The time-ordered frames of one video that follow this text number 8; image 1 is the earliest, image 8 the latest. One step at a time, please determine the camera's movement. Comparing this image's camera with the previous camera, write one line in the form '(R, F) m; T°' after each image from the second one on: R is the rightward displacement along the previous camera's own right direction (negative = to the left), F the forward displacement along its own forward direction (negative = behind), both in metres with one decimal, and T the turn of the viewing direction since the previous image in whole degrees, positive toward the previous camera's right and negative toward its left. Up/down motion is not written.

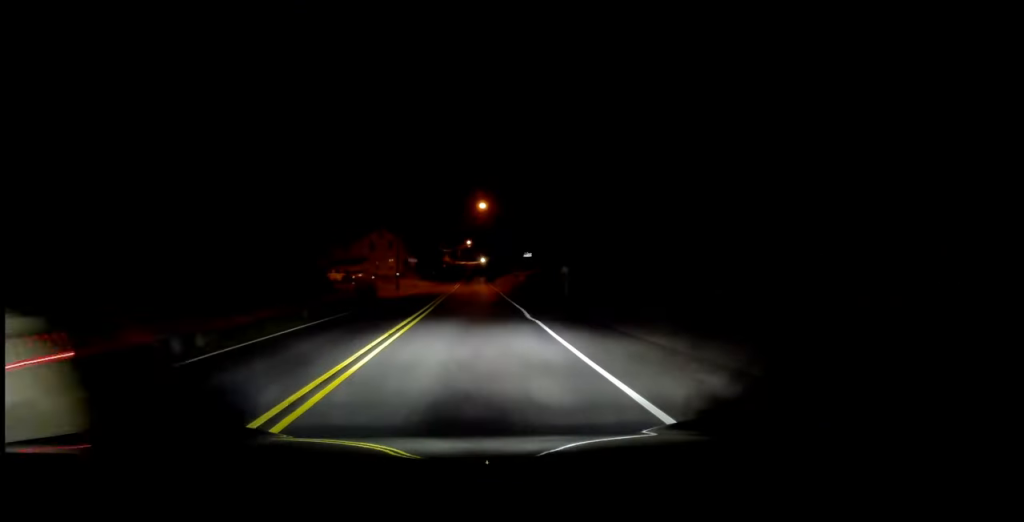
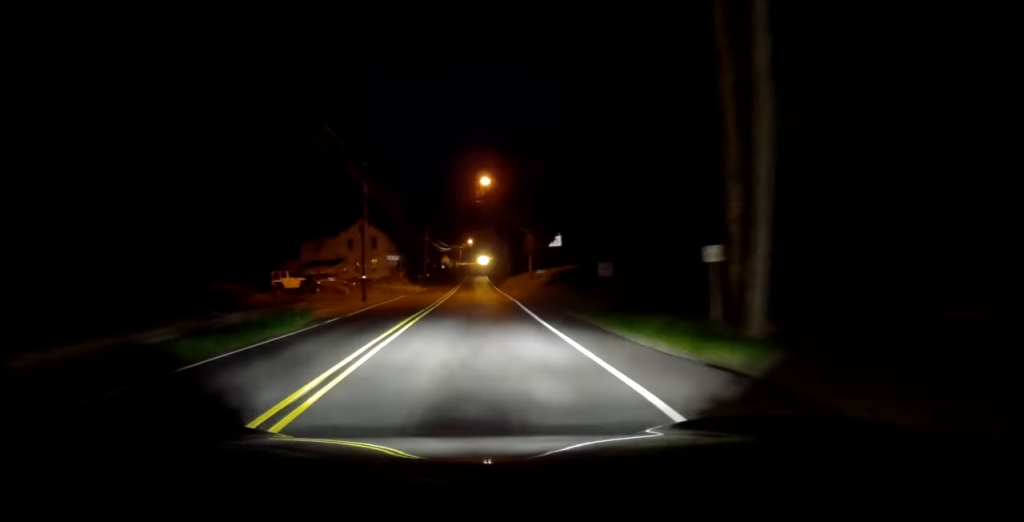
(-0.1, +16.1) m; -2°
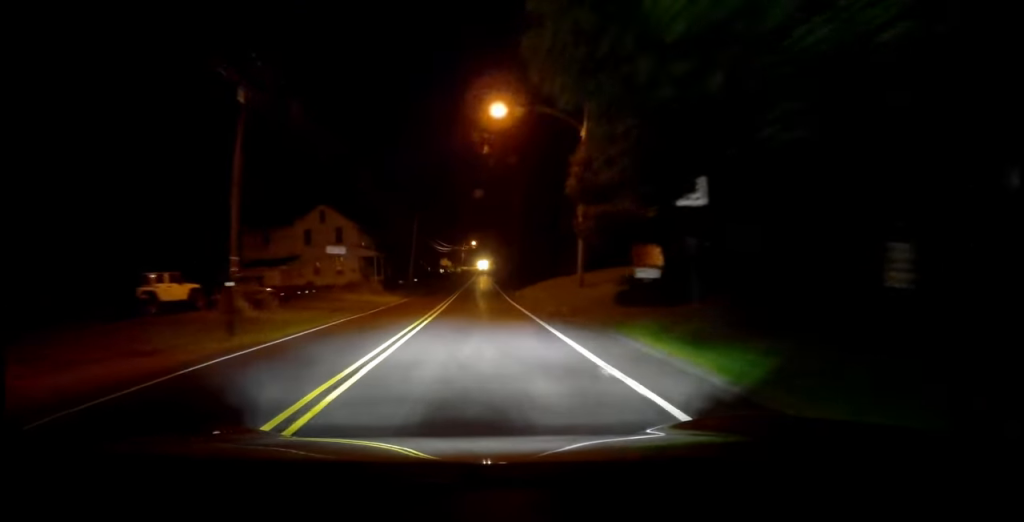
(-0.5, +18.8) m; -1°
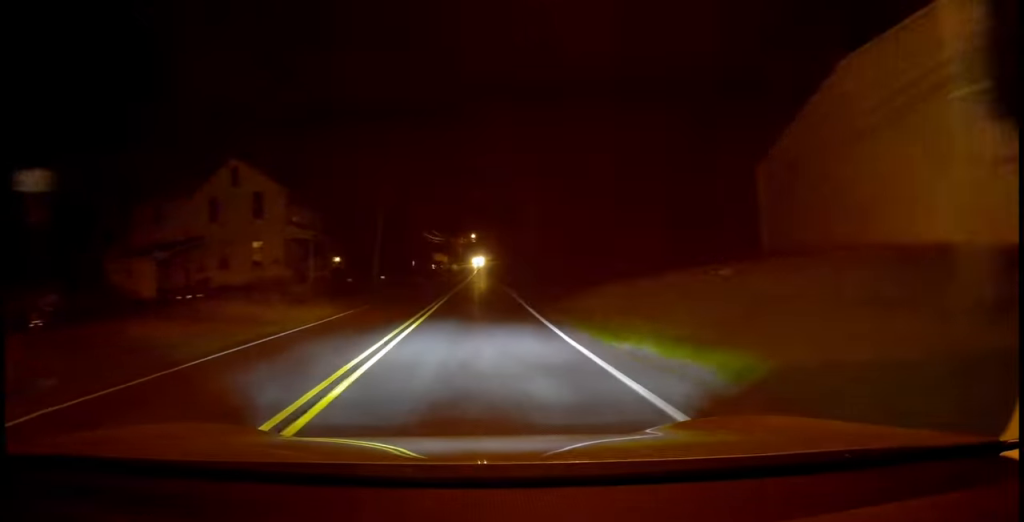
(+0.2, +18.5) m; +1°
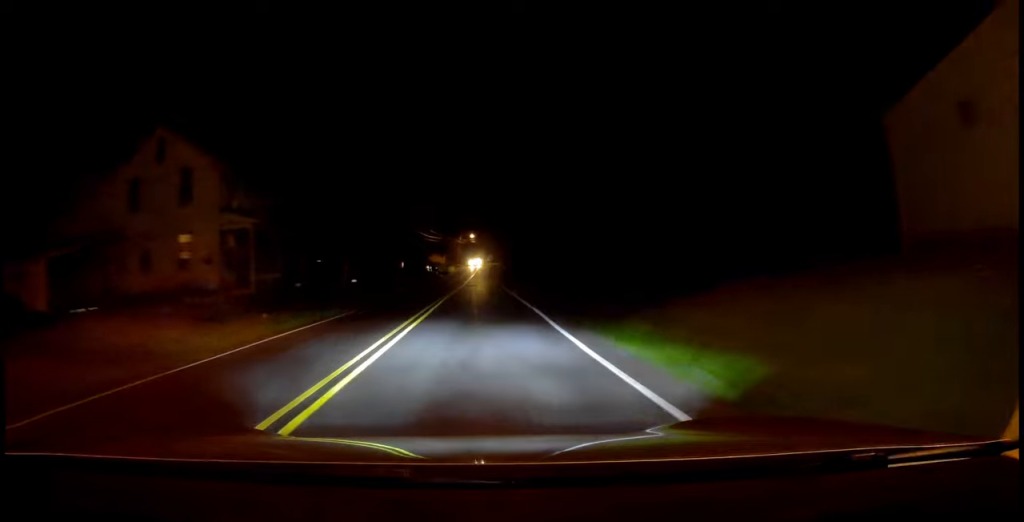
(0.0, +8.0) m; 0°
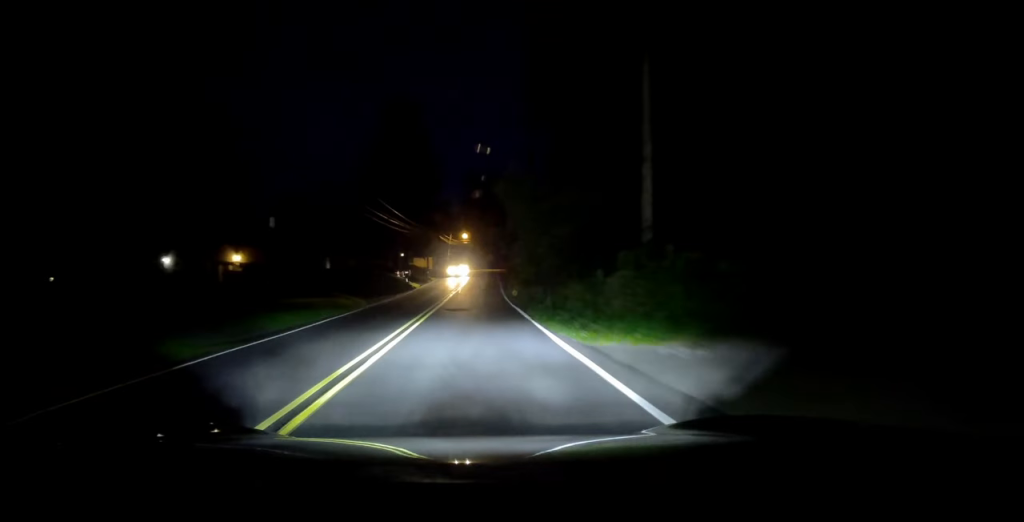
(0.0, +24.5) m; -2°
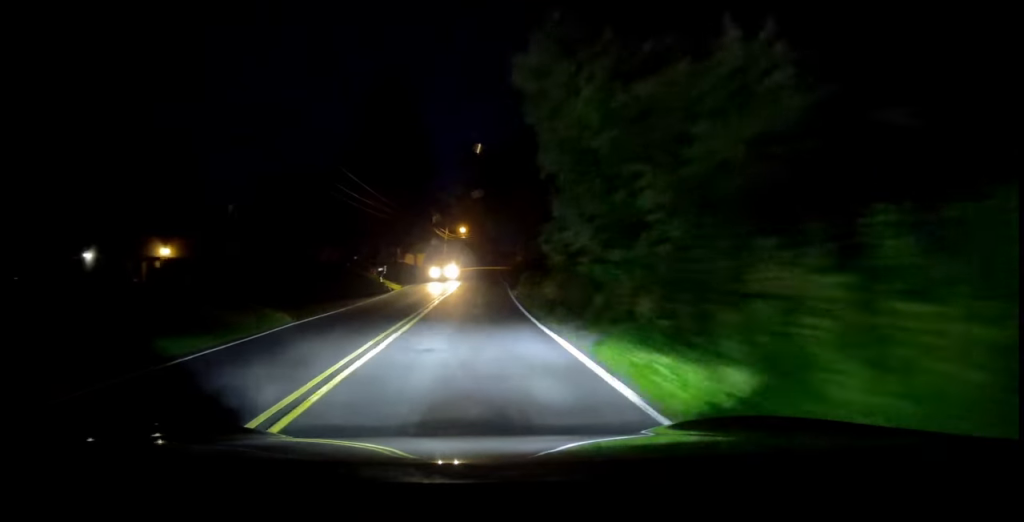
(-0.3, +12.5) m; 0°
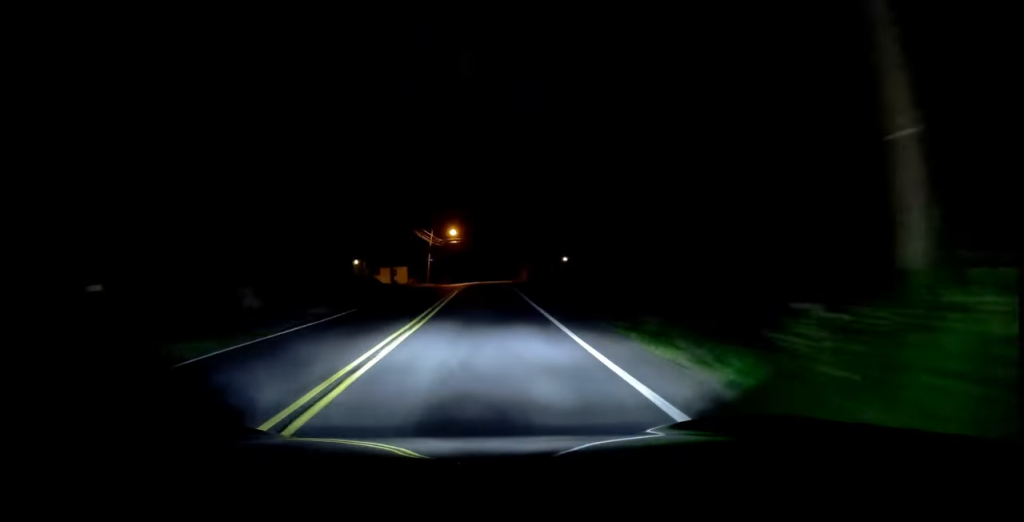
(+0.6, +27.9) m; +2°
